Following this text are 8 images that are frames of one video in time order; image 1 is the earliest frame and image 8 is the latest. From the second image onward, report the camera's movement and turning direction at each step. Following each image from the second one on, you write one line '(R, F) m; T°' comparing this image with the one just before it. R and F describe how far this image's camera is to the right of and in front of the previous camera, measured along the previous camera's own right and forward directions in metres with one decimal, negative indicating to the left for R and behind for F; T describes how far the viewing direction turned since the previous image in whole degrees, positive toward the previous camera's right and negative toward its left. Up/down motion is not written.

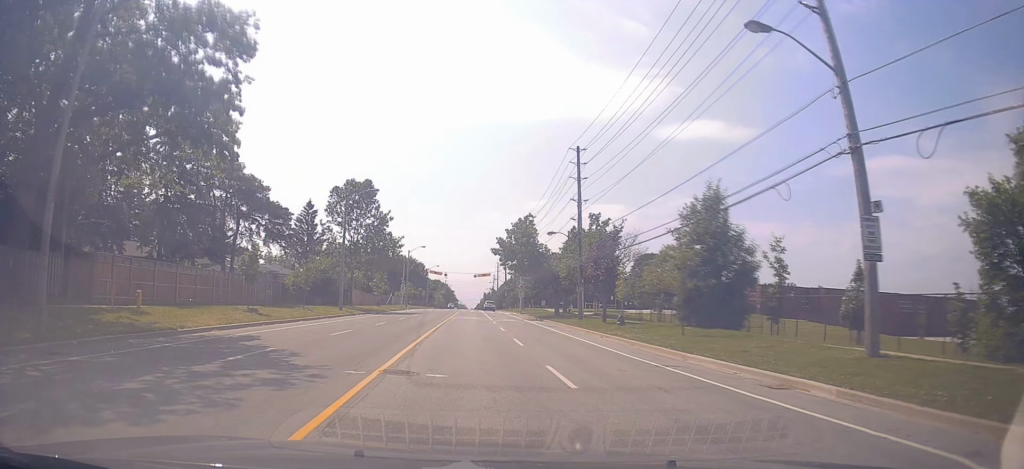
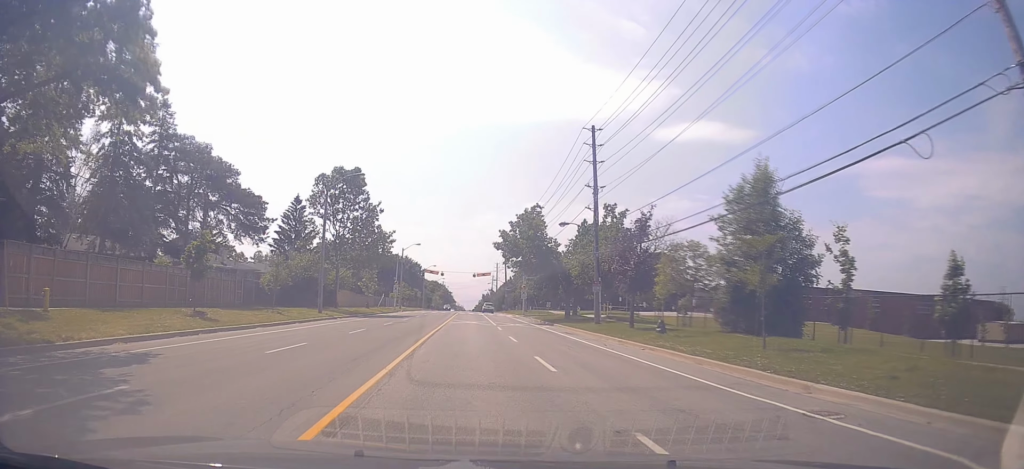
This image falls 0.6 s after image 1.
(-0.1, +6.5) m; 0°
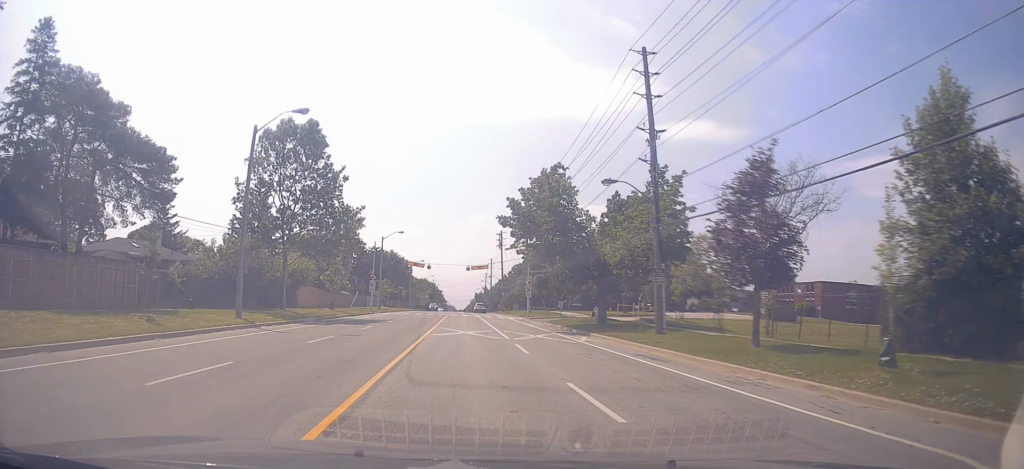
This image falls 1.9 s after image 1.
(+0.5, +13.9) m; +4°
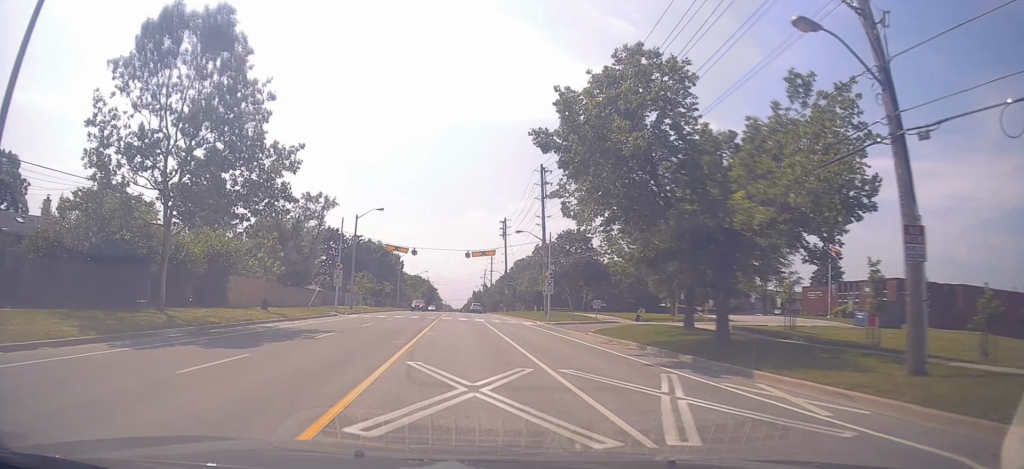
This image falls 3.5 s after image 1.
(0.0, +16.1) m; -3°
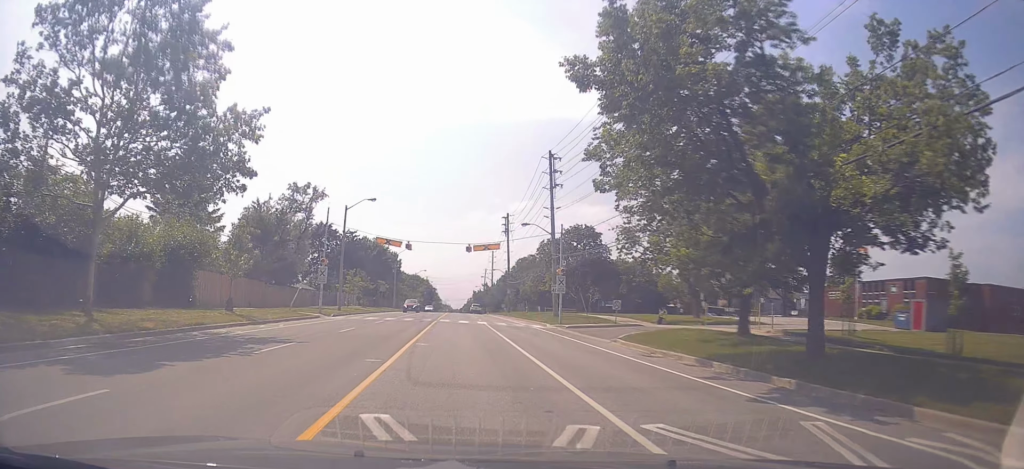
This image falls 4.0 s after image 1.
(-0.1, +5.2) m; 0°
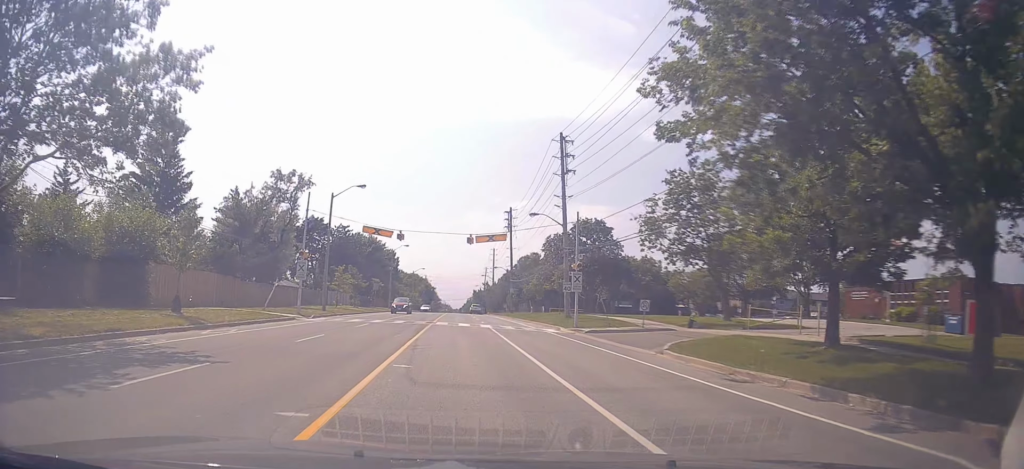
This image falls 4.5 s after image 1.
(-0.1, +5.4) m; +1°
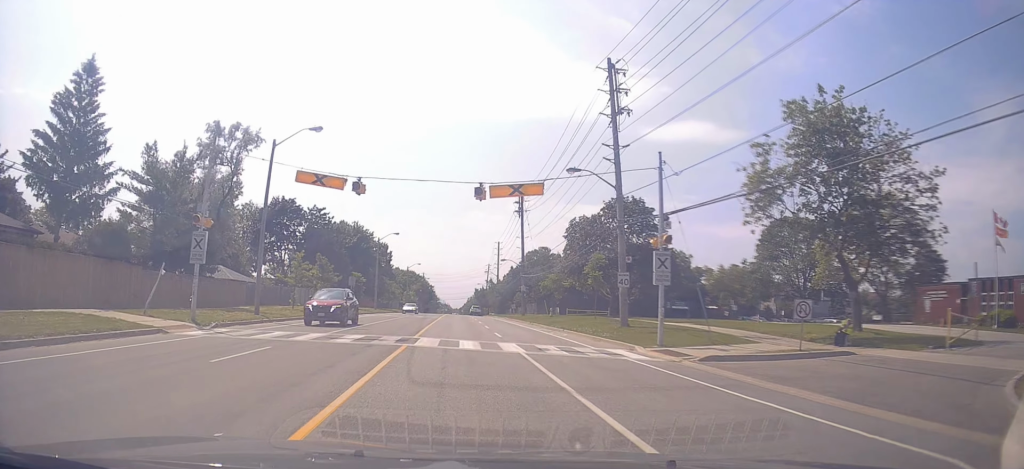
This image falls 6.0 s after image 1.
(+0.9, +15.2) m; +5°
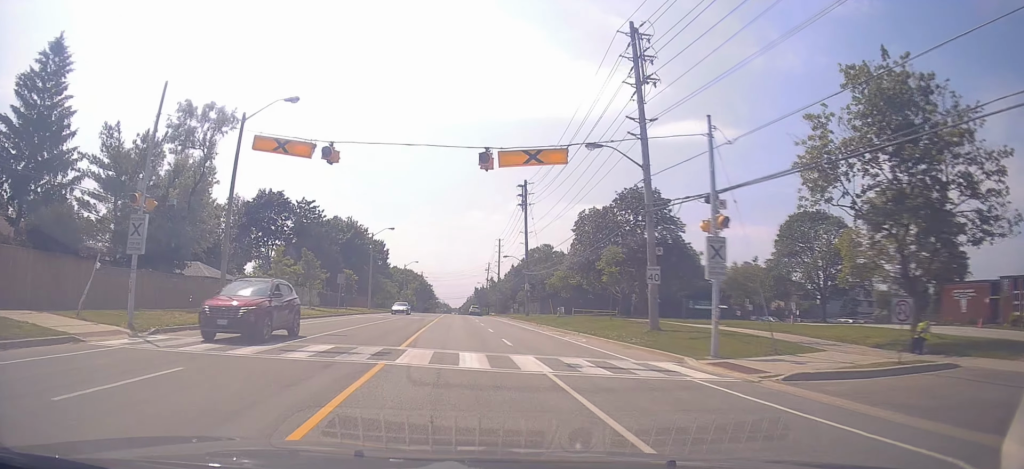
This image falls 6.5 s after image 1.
(+0.1, +4.8) m; +1°
